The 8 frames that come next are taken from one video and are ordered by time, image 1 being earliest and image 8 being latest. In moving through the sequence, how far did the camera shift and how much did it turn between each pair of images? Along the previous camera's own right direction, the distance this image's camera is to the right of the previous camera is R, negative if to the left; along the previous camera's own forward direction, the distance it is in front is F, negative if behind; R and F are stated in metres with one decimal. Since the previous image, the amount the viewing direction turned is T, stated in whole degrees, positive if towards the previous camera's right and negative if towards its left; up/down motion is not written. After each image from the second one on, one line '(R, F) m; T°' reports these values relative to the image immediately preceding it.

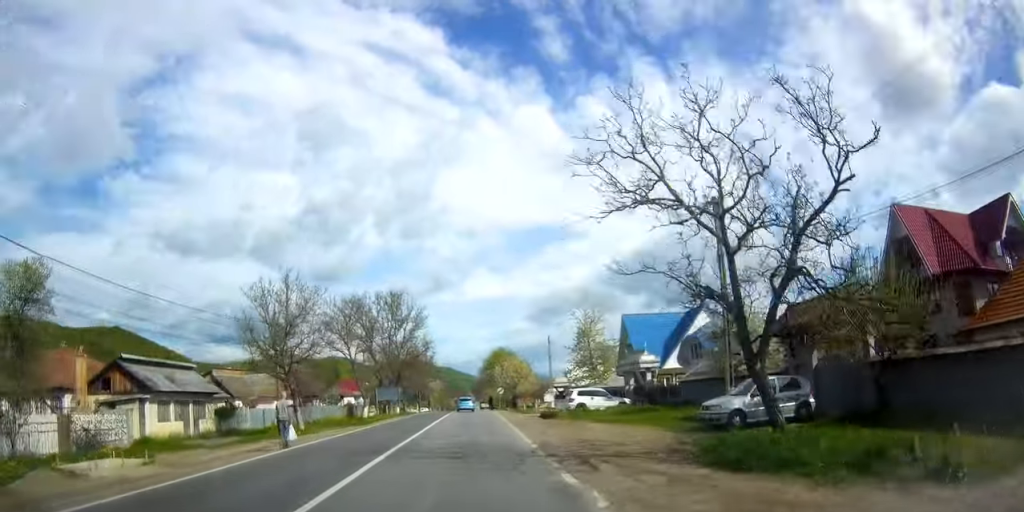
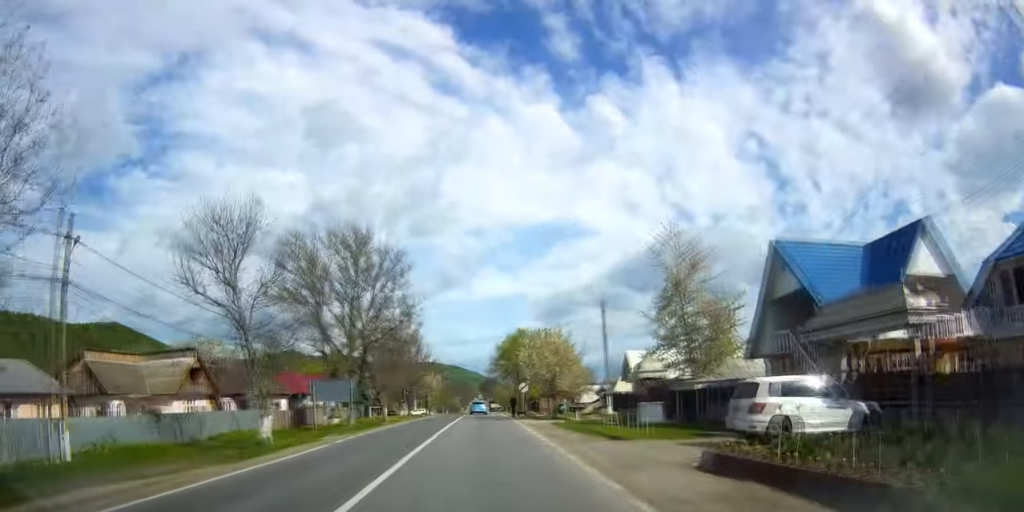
(+0.1, +23.2) m; 0°
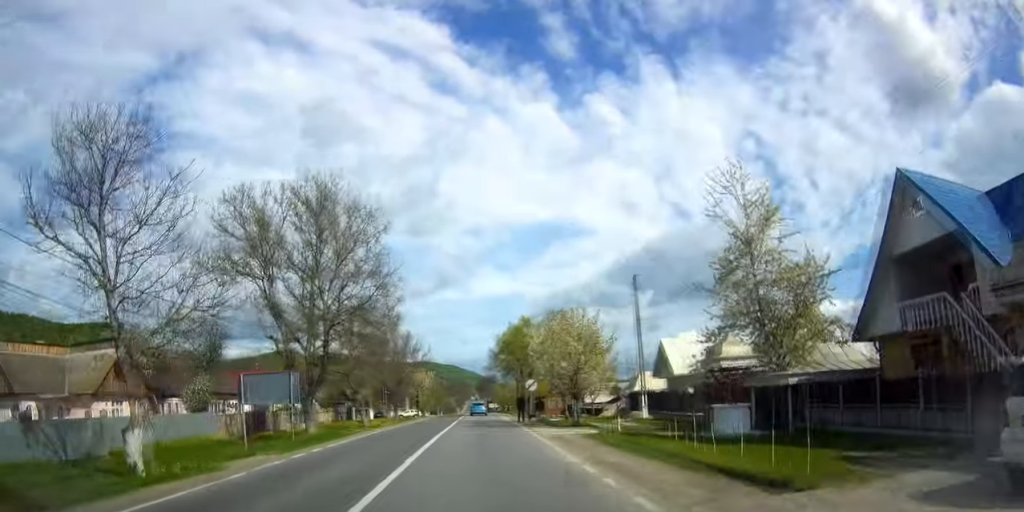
(-0.1, +9.2) m; 0°
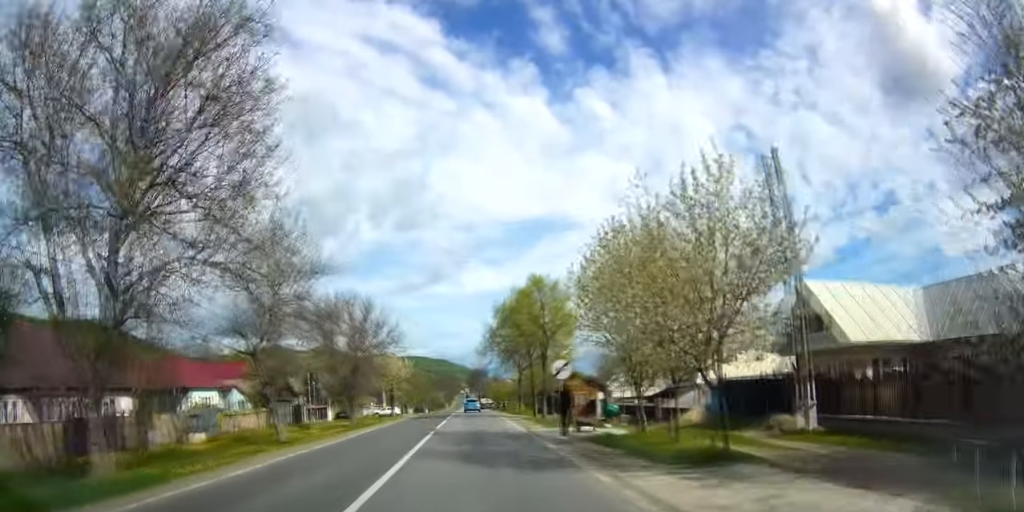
(-0.1, +17.9) m; 0°
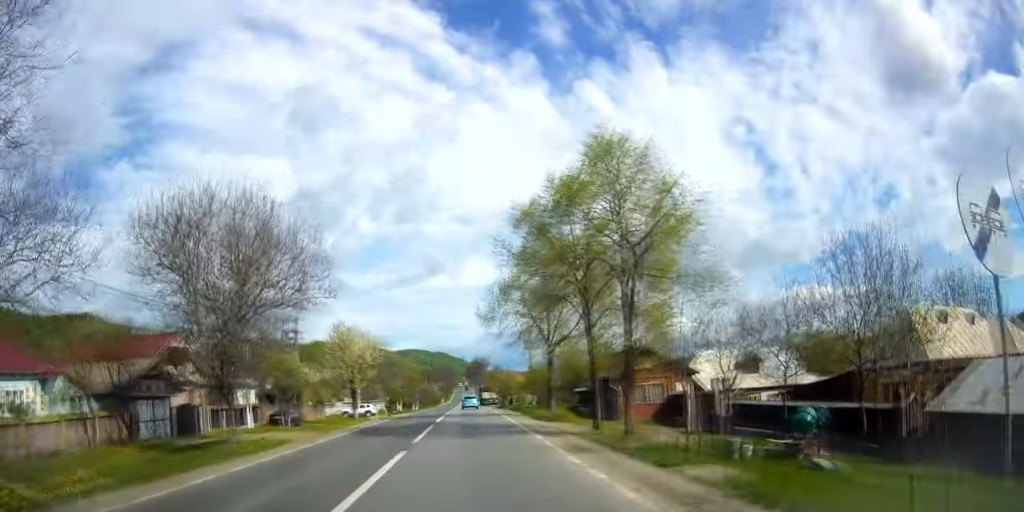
(0.0, +21.9) m; 0°
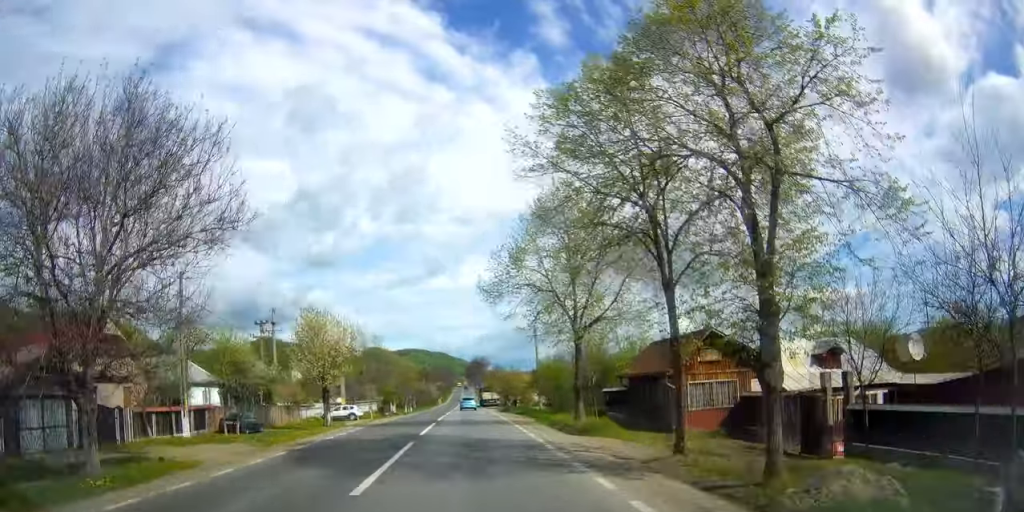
(0.0, +8.6) m; 0°
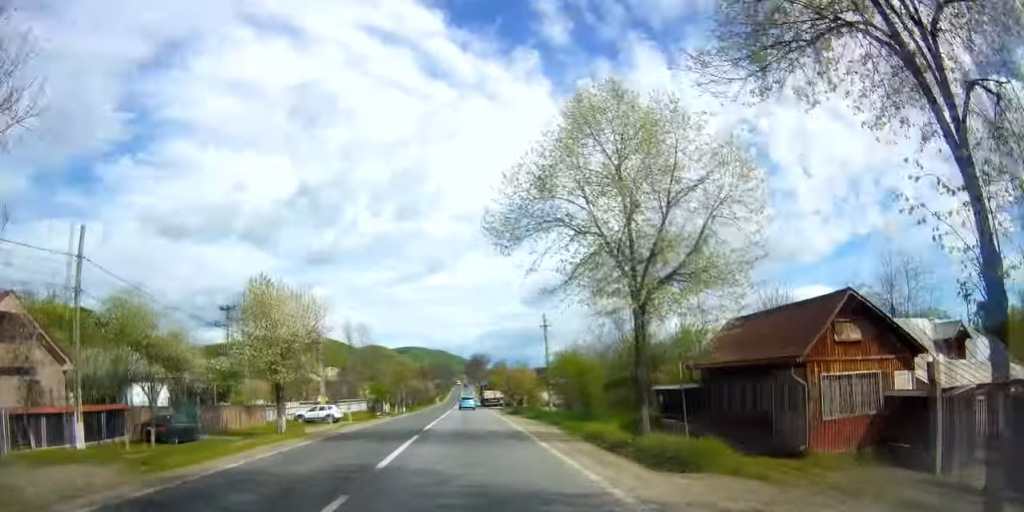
(0.0, +9.3) m; 0°
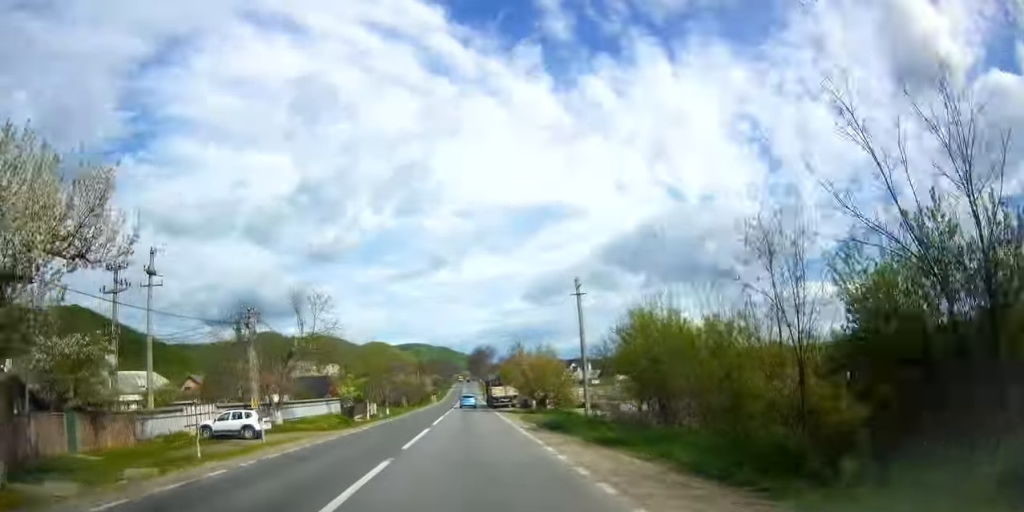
(+0.1, +19.3) m; +1°
